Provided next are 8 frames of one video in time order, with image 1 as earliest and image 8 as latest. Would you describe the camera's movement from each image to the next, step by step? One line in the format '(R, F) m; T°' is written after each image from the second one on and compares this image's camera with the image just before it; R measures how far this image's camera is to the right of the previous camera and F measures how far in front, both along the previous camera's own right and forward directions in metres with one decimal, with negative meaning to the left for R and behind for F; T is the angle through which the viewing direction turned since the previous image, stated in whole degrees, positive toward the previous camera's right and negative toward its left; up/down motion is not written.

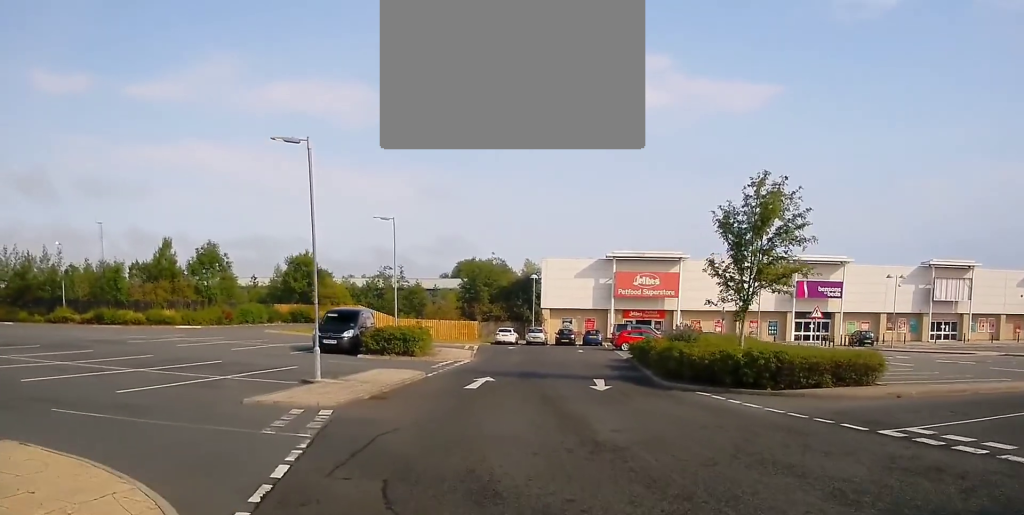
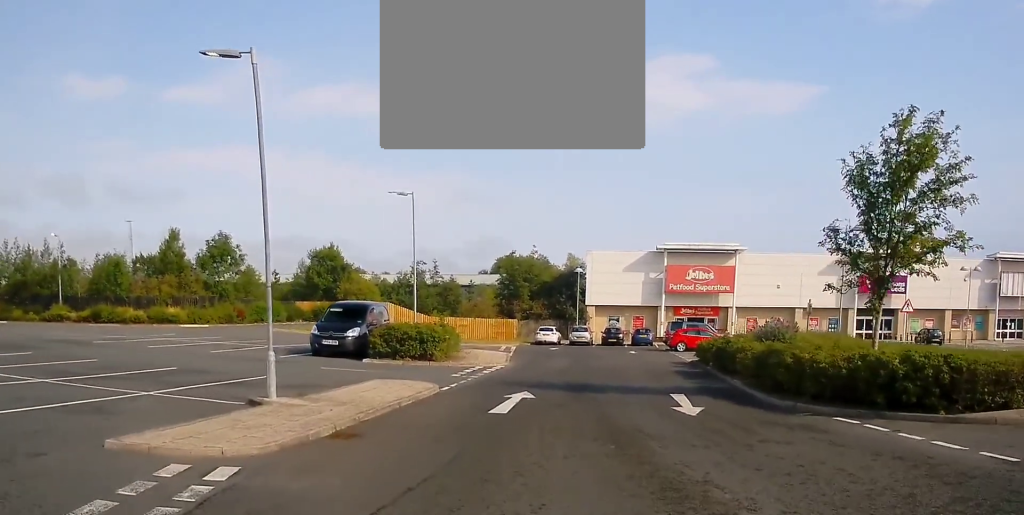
(+0.1, +5.9) m; -2°
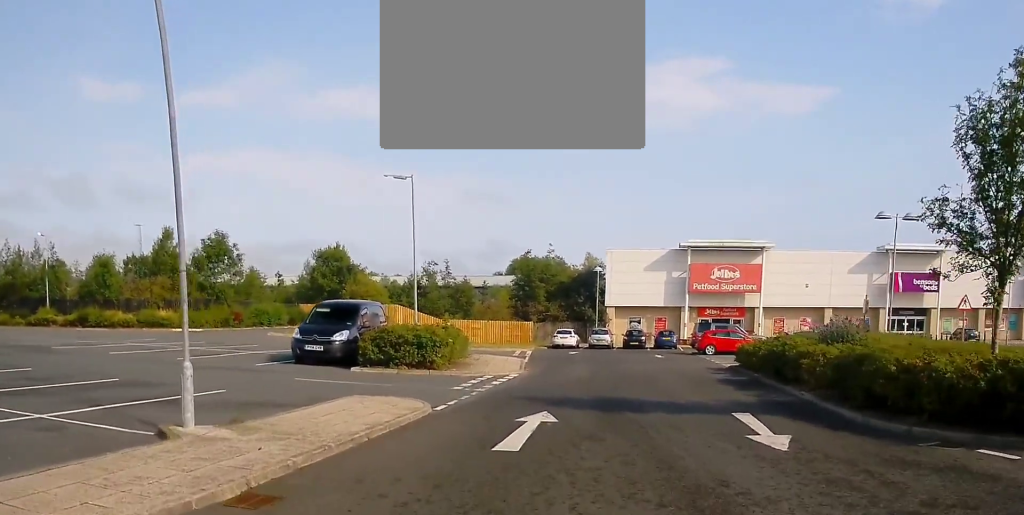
(-0.1, +3.8) m; -2°
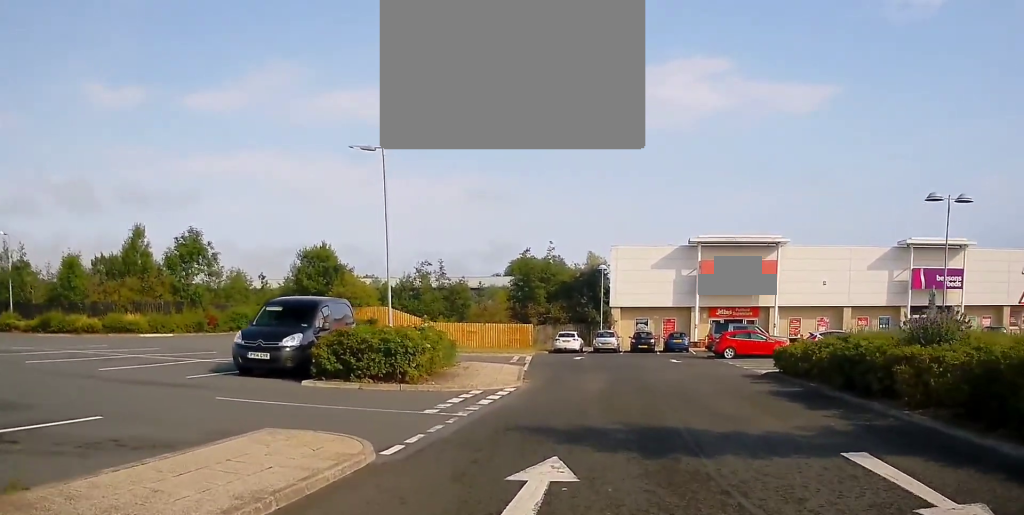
(-0.1, +4.4) m; -1°
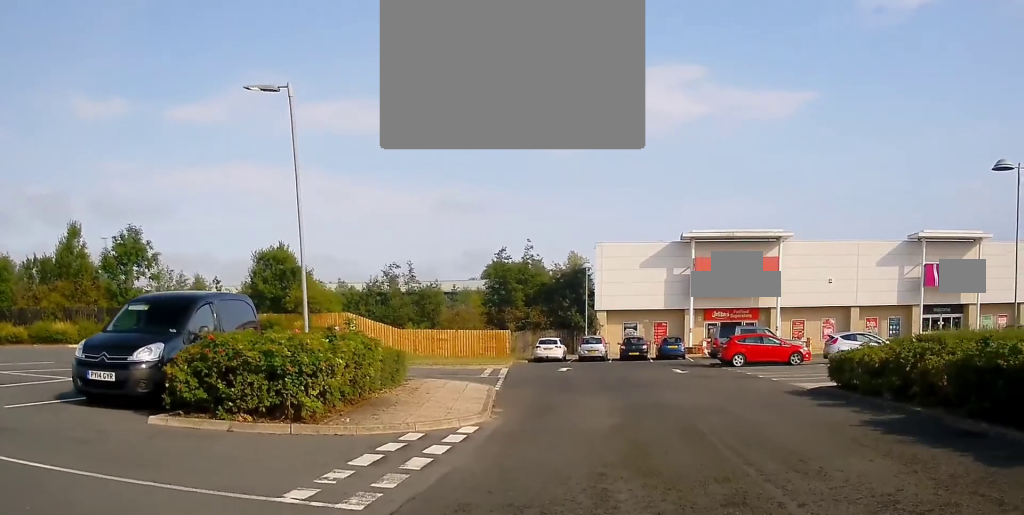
(+0.1, +5.9) m; +4°
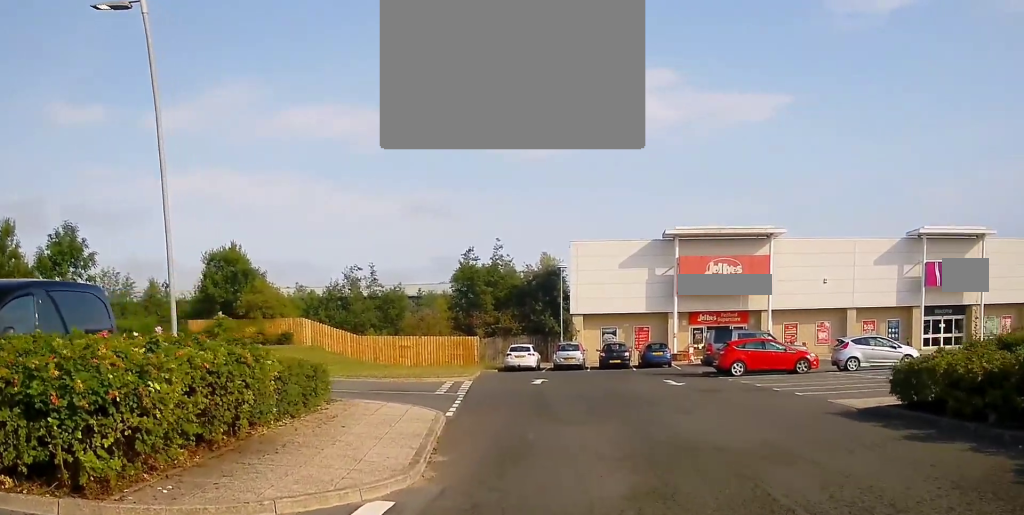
(+0.1, +4.4) m; 0°
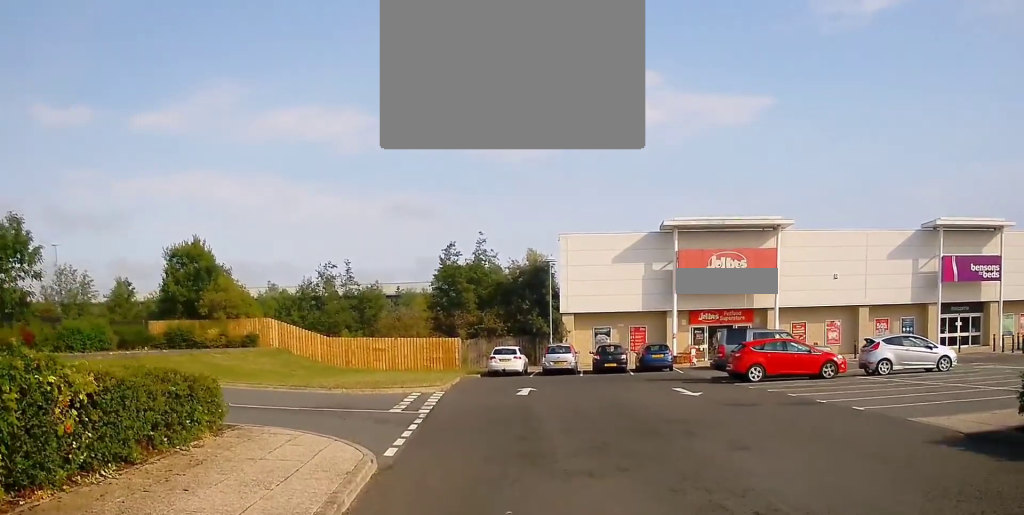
(-0.1, +4.4) m; 0°
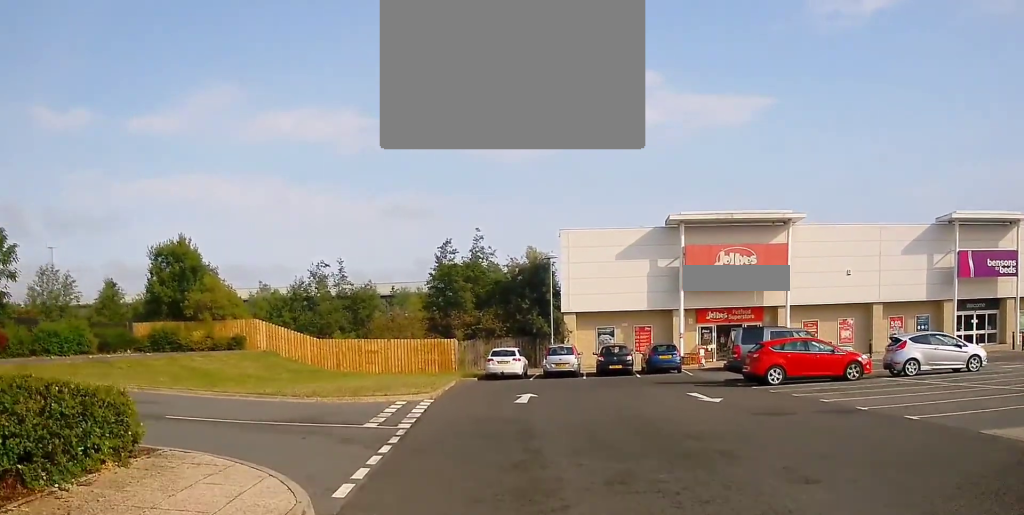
(+0.1, +2.1) m; 0°
